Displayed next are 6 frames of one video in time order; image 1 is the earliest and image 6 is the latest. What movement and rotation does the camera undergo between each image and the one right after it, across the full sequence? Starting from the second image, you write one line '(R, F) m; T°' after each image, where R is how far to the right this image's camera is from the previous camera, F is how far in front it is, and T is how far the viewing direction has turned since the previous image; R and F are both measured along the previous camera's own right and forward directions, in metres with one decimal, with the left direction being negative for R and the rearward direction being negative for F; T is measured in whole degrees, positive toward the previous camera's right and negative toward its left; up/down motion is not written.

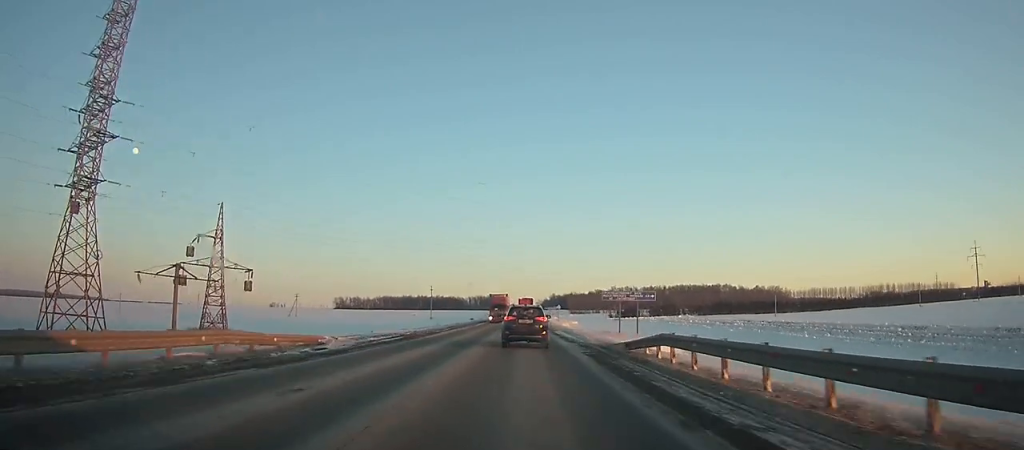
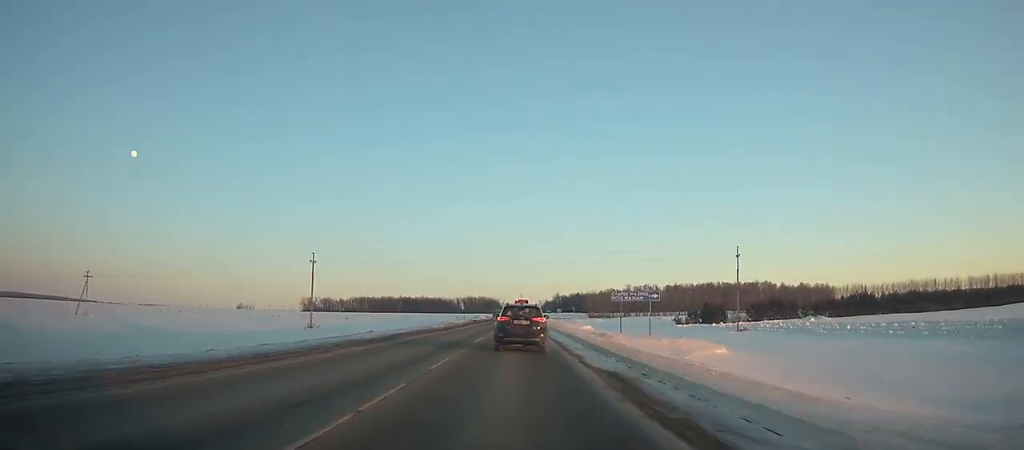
(+0.2, +111.2) m; 0°
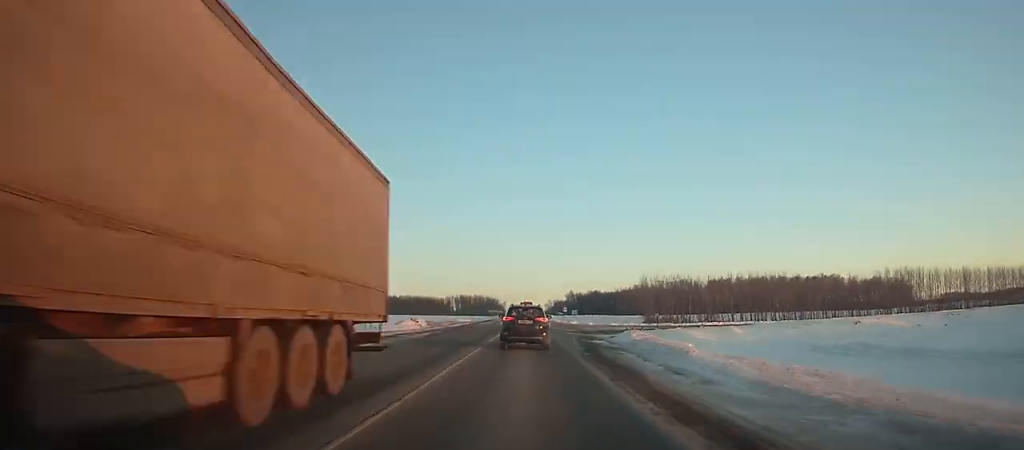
(0.0, +113.5) m; 0°
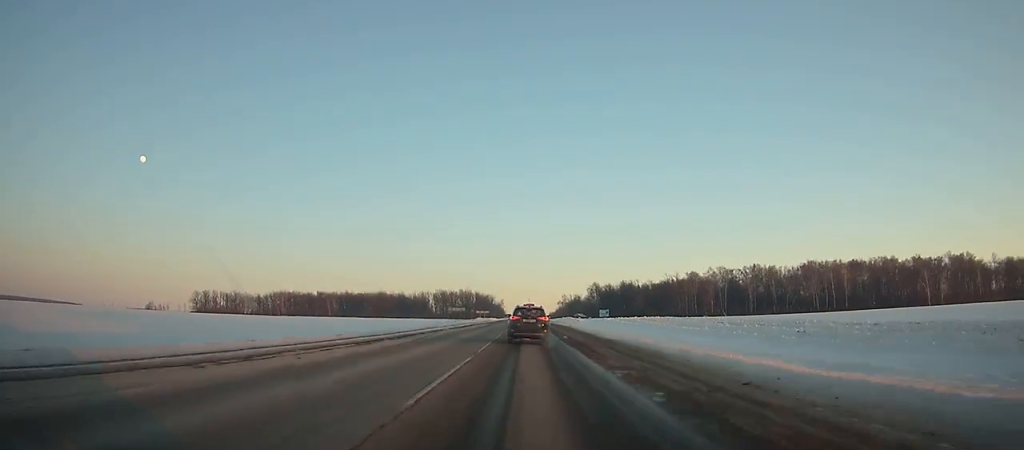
(-0.5, +135.9) m; 0°
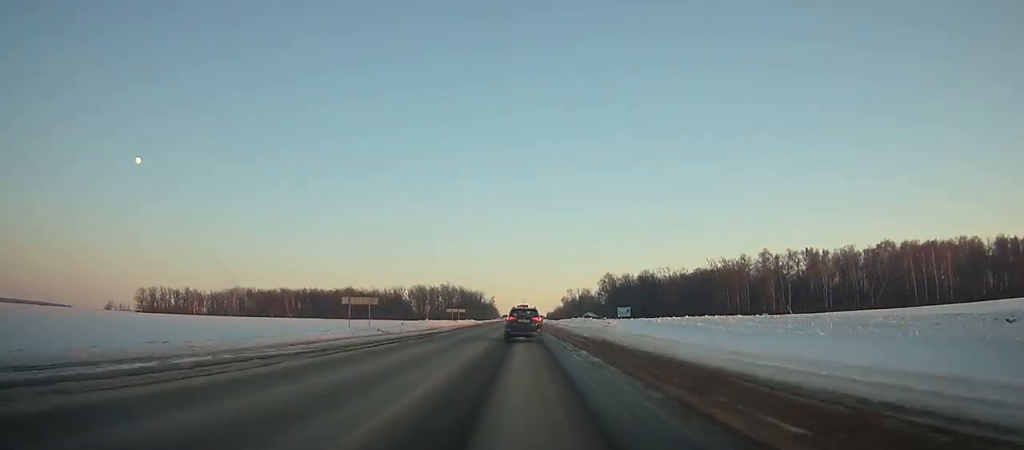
(+0.2, +64.0) m; 0°
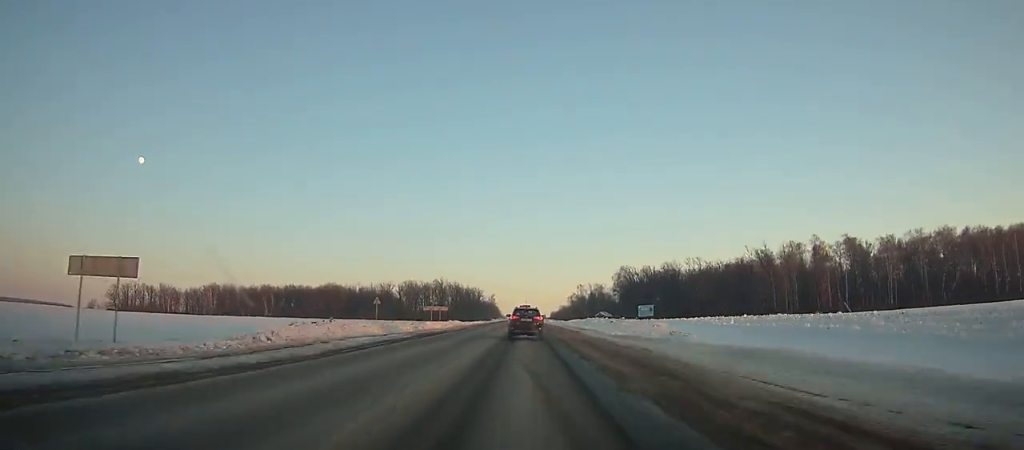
(+0.1, +33.4) m; 0°
